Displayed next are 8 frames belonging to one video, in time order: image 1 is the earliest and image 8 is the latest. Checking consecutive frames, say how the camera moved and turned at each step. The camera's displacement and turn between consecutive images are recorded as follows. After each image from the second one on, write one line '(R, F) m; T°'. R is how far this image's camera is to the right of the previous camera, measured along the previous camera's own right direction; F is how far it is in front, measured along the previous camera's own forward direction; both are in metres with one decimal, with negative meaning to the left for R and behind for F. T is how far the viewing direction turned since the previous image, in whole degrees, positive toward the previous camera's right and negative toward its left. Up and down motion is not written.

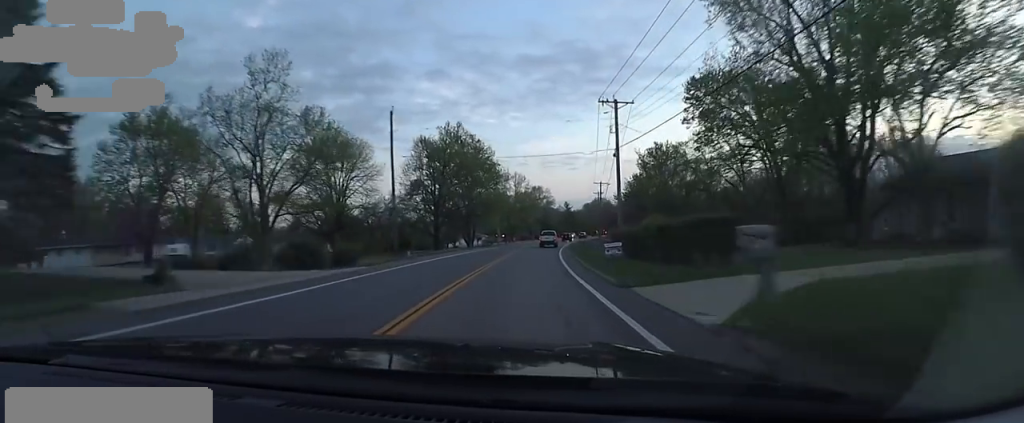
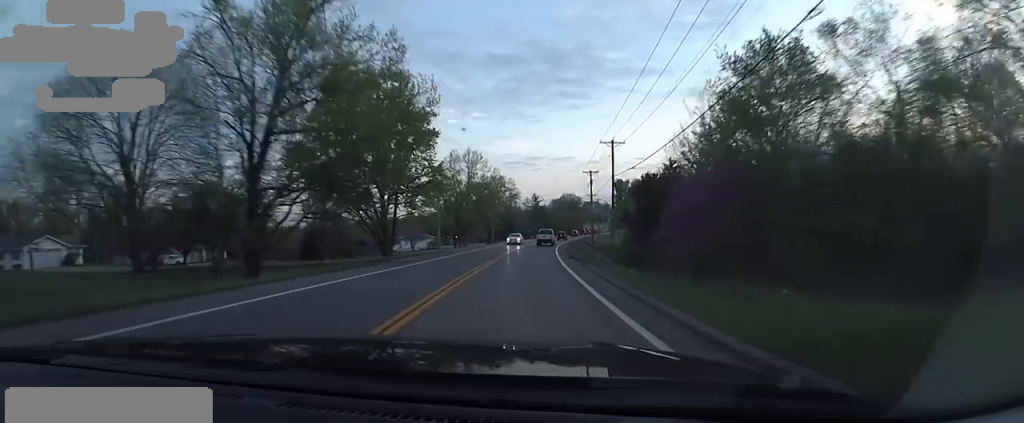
(+0.1, +35.0) m; +3°
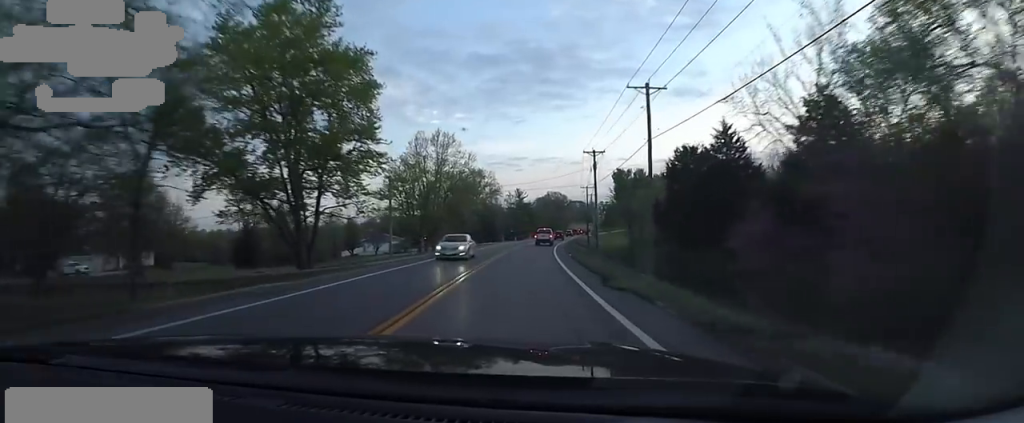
(+0.8, +17.1) m; +3°
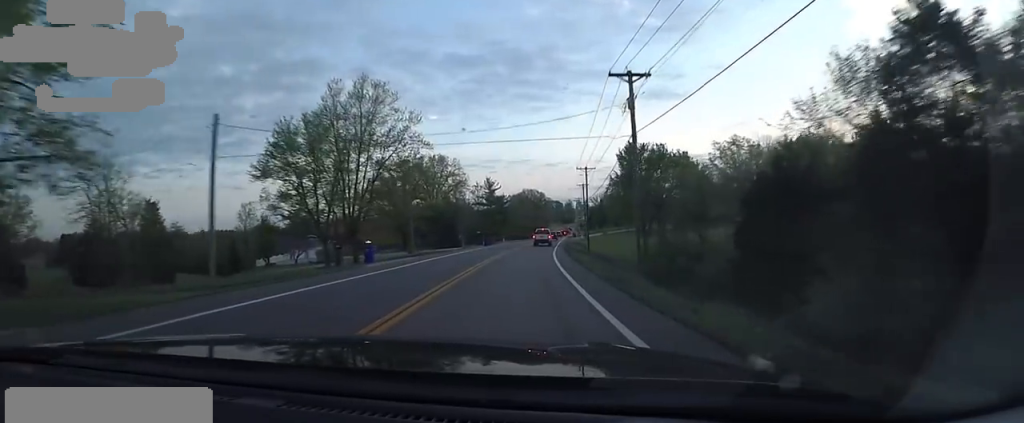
(+0.4, +26.2) m; +5°
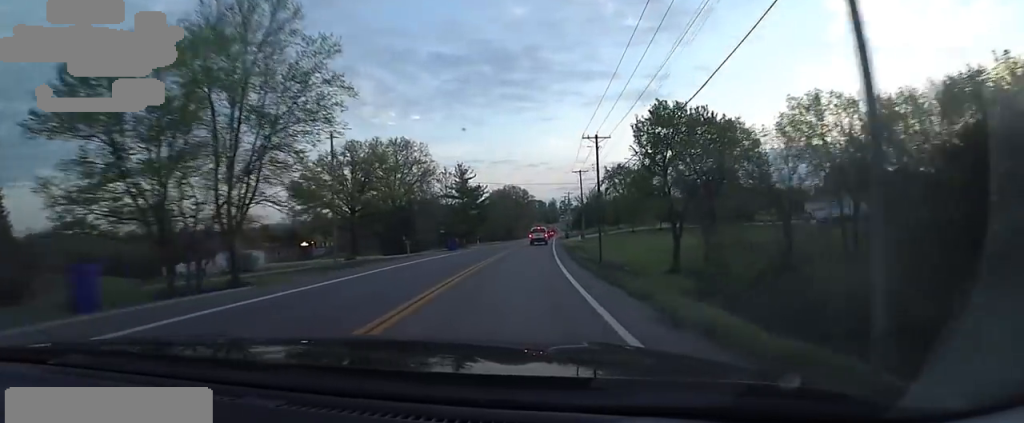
(+1.2, +18.7) m; +3°
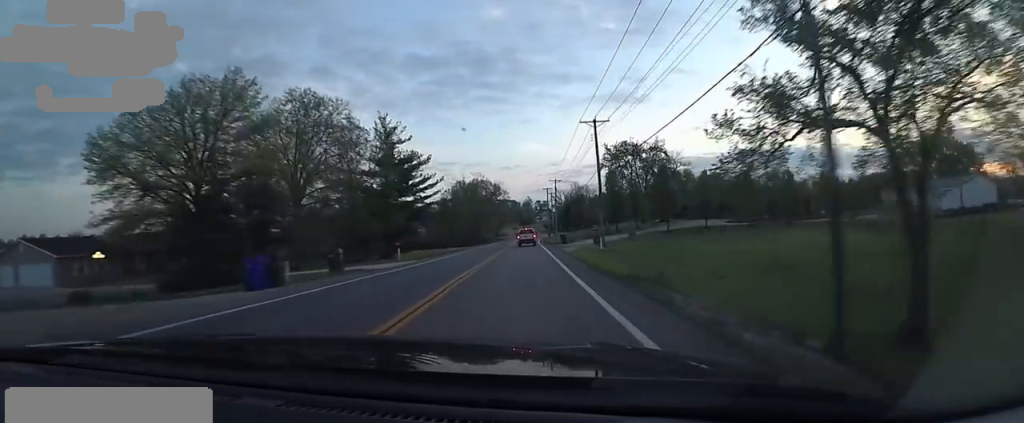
(+0.2, +31.1) m; +1°
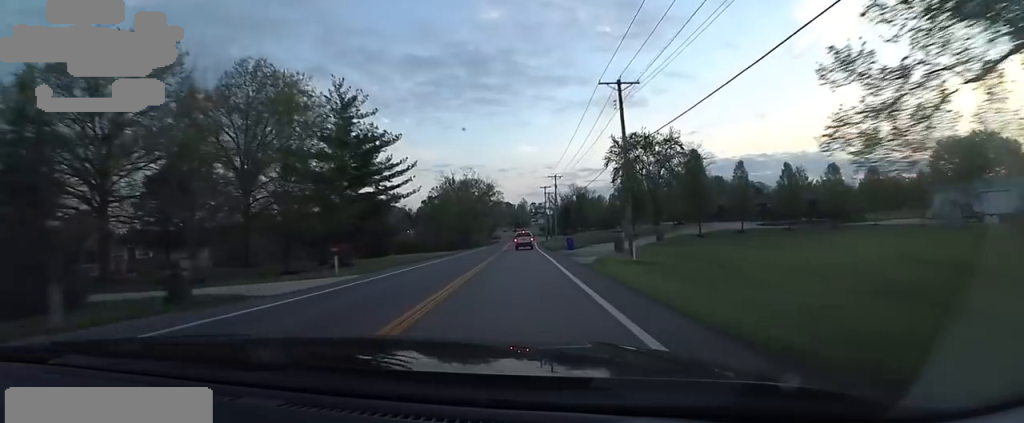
(+0.2, +10.3) m; 0°
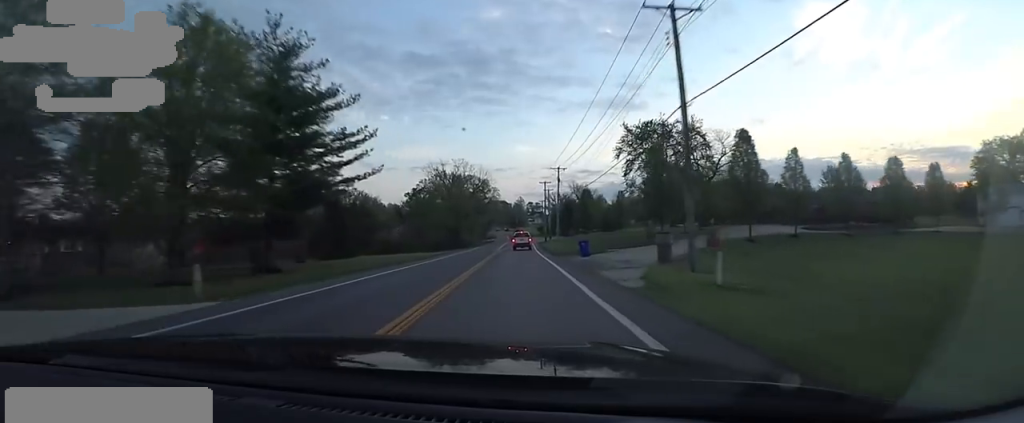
(0.0, +9.7) m; +1°
